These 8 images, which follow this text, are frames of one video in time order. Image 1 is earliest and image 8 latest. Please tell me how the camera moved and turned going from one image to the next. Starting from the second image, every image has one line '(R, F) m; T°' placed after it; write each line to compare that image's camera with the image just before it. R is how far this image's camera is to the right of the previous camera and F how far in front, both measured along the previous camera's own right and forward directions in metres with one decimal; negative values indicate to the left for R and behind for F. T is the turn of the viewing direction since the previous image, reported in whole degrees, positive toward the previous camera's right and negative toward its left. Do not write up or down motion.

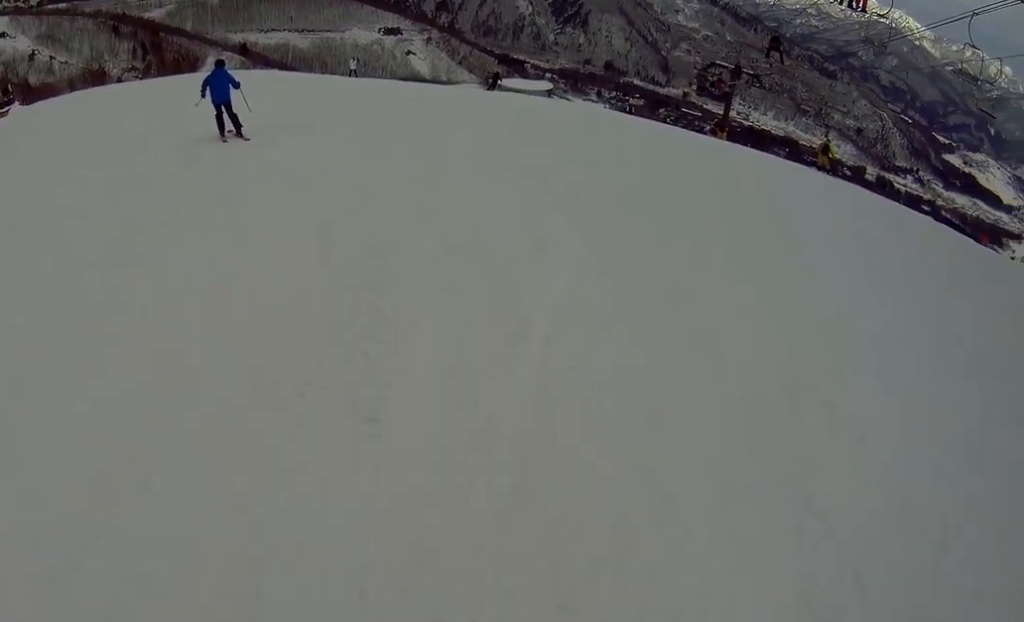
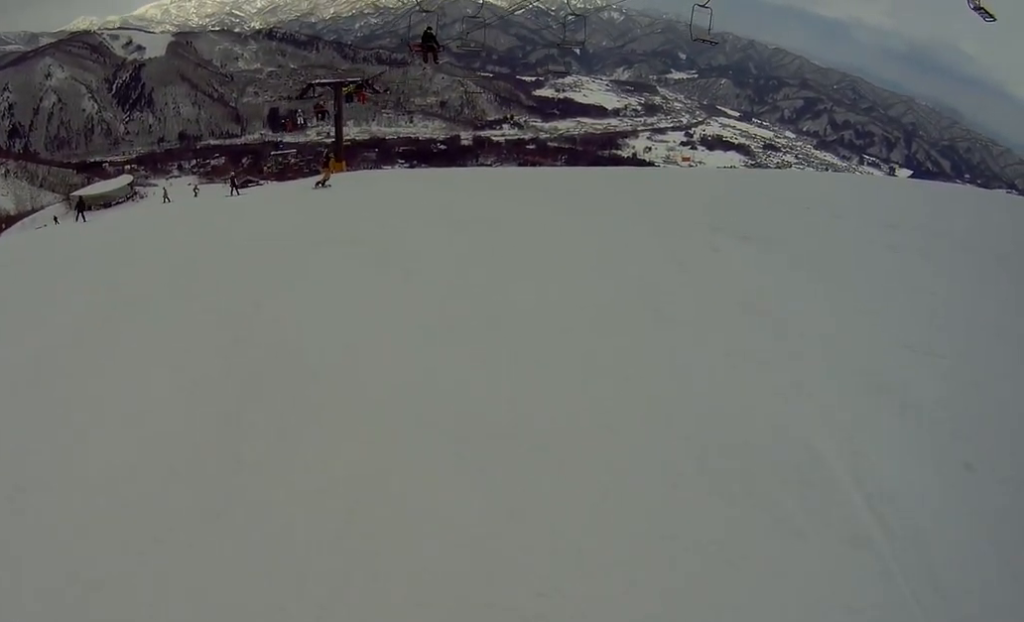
(+1.0, +12.4) m; +6°
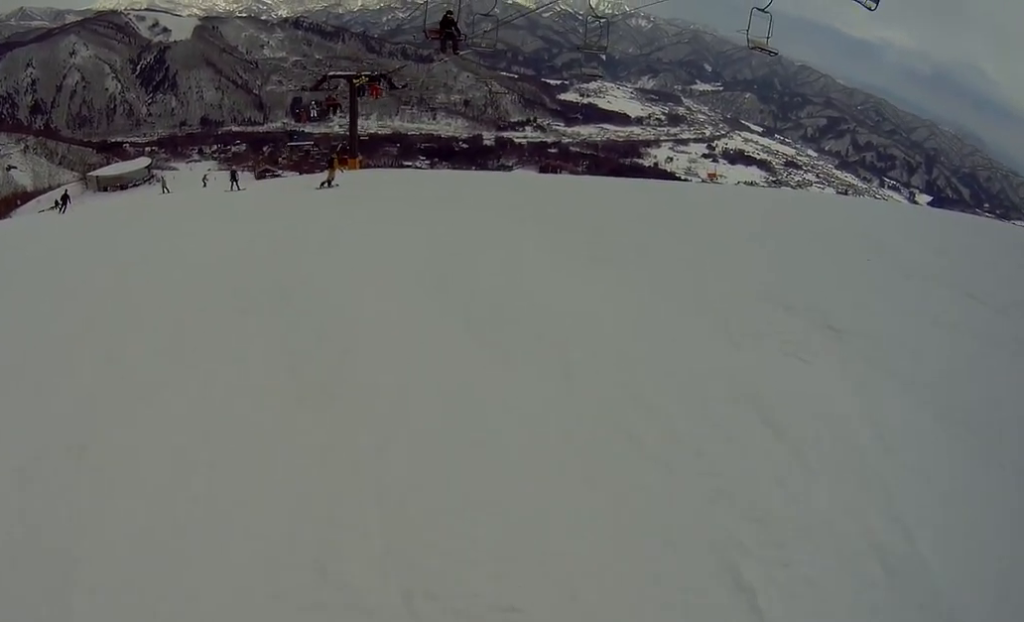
(0.0, +1.8) m; -2°
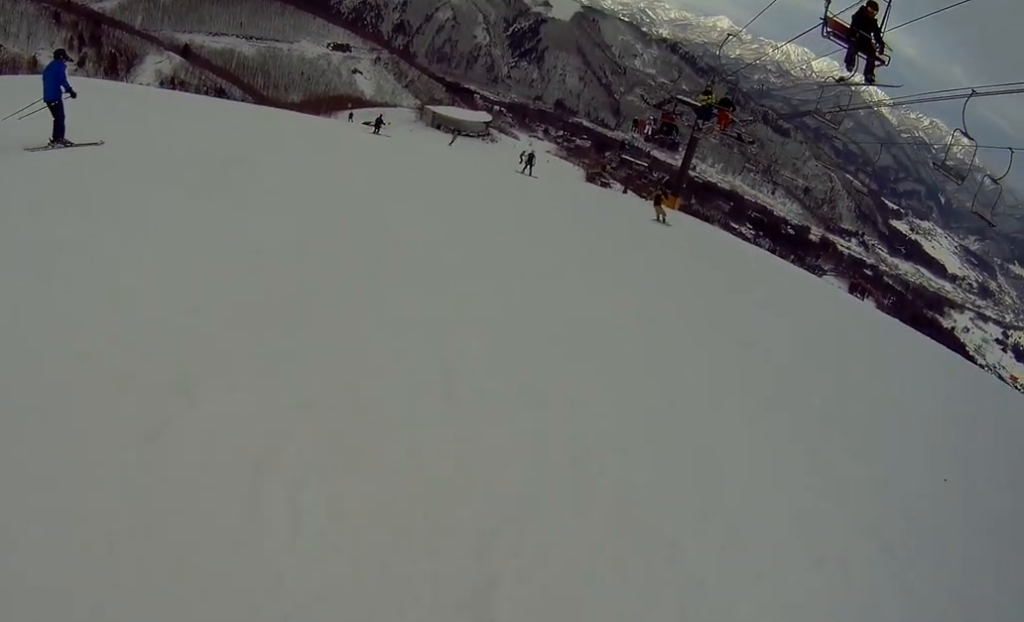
(-0.2, +3.8) m; -8°
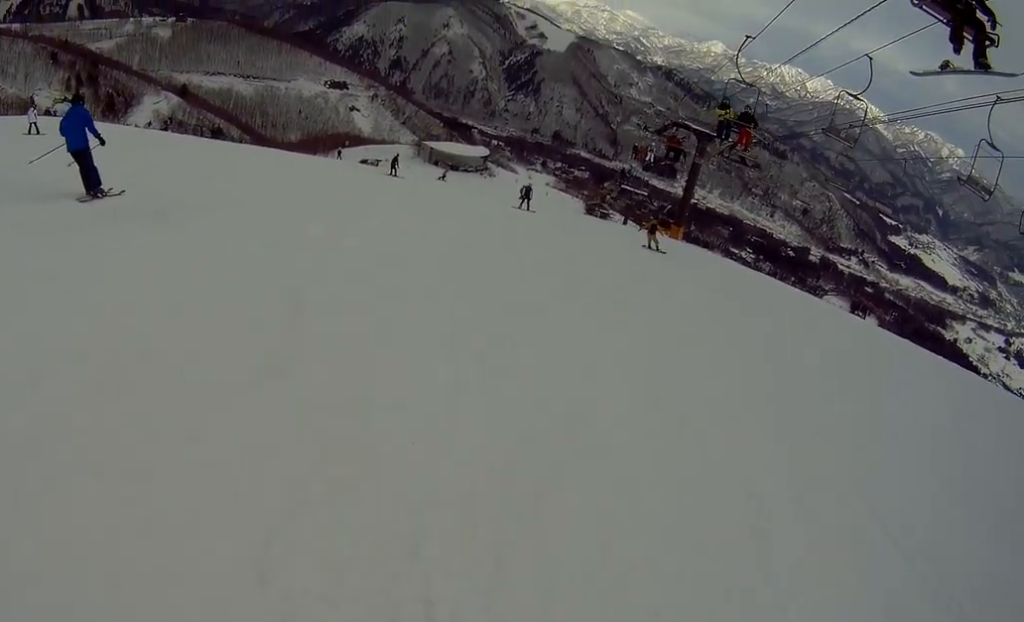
(0.0, +1.3) m; -4°
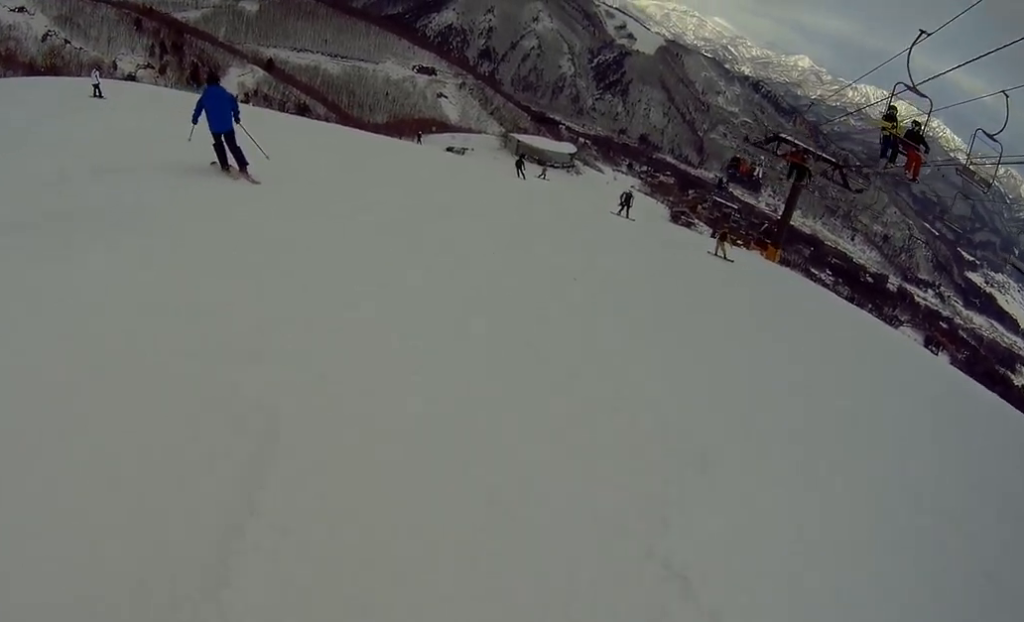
(-0.2, +1.7) m; -10°
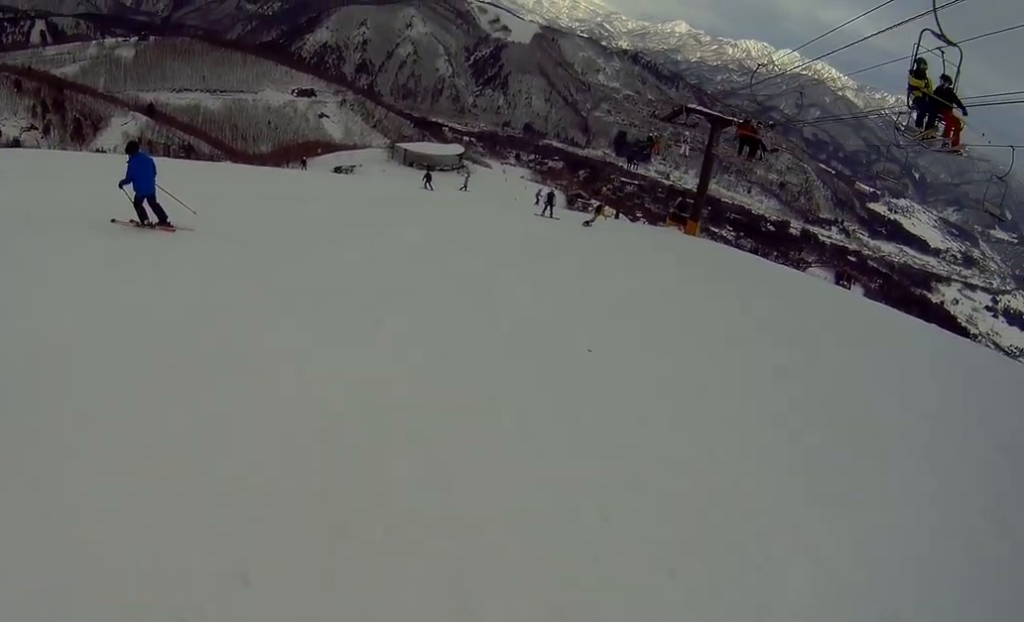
(-0.2, +2.0) m; -11°
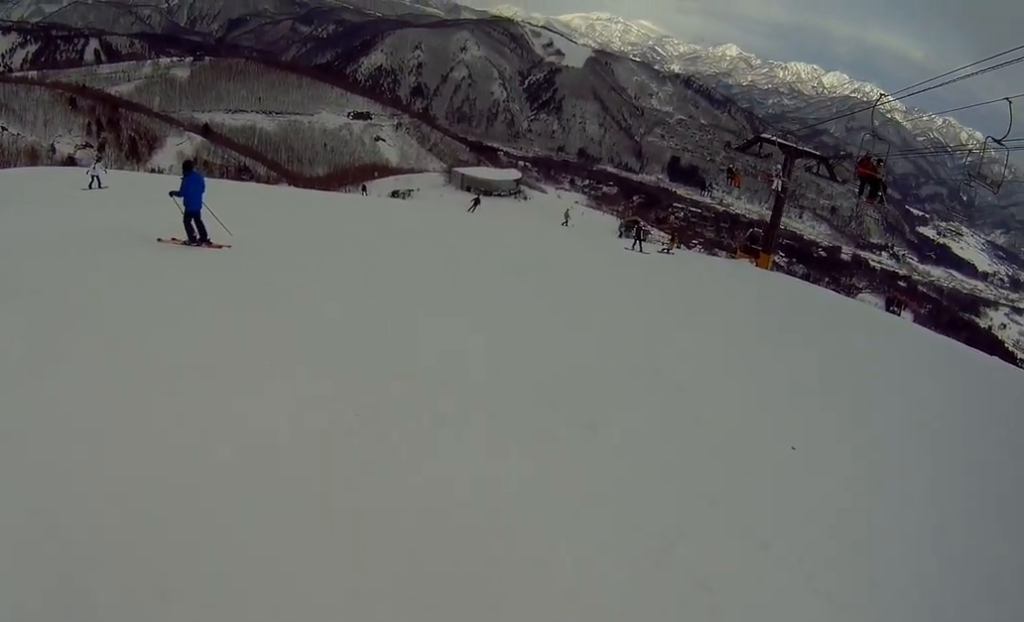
(-0.2, +2.2) m; -4°
